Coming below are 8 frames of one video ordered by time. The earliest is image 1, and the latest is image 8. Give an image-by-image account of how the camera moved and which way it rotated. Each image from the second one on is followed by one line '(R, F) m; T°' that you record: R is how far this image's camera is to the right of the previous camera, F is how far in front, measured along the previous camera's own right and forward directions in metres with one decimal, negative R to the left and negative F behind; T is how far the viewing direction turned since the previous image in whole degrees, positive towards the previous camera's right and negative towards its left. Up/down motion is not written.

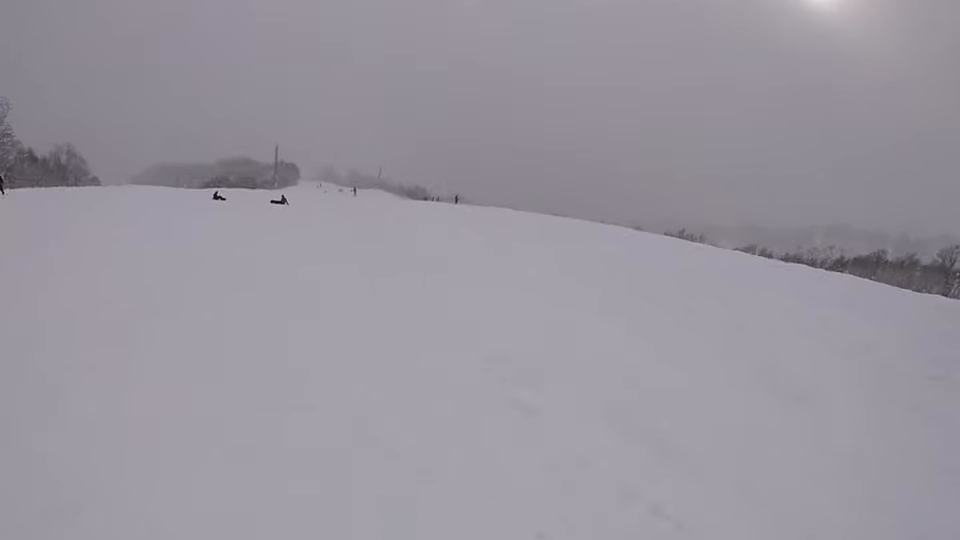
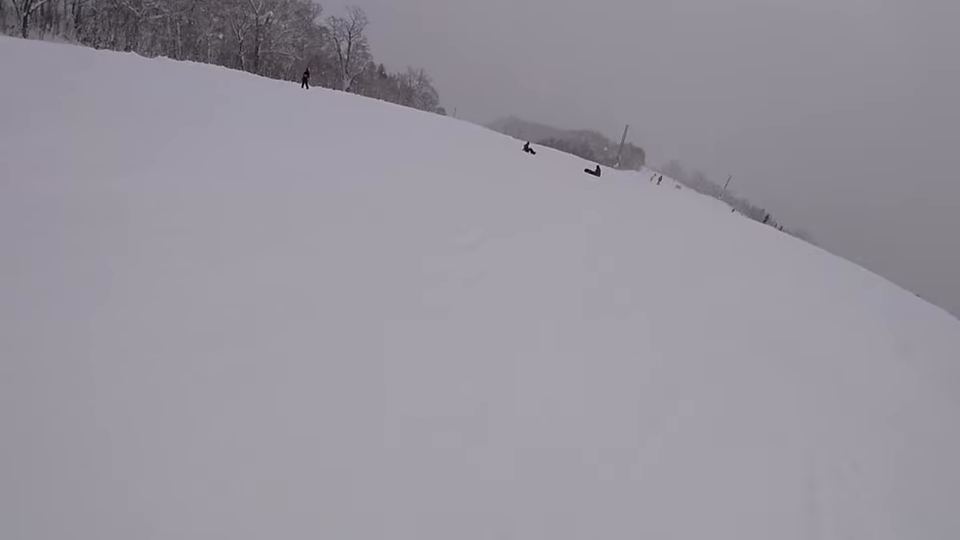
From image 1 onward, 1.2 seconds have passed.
(-2.8, +7.3) m; -41°
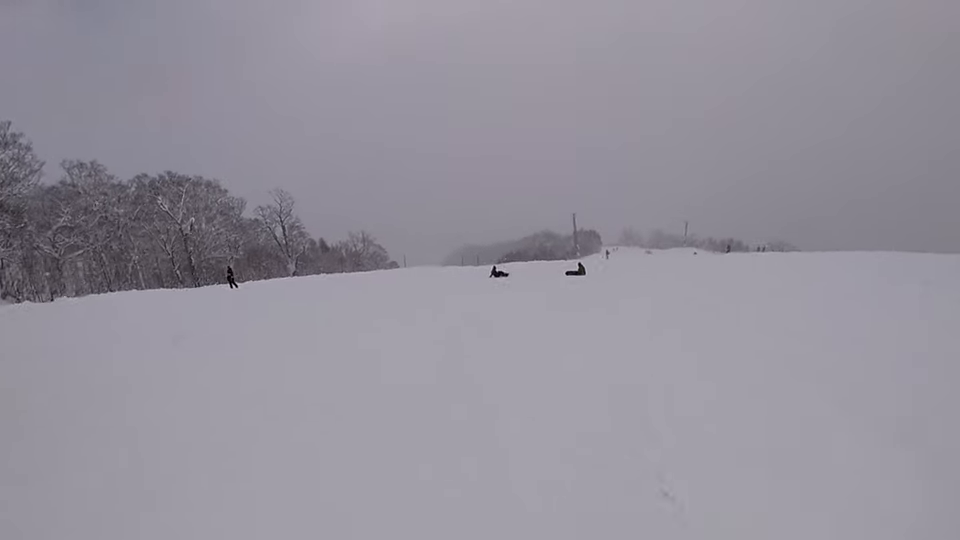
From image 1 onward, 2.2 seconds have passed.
(-1.7, +6.5) m; -11°
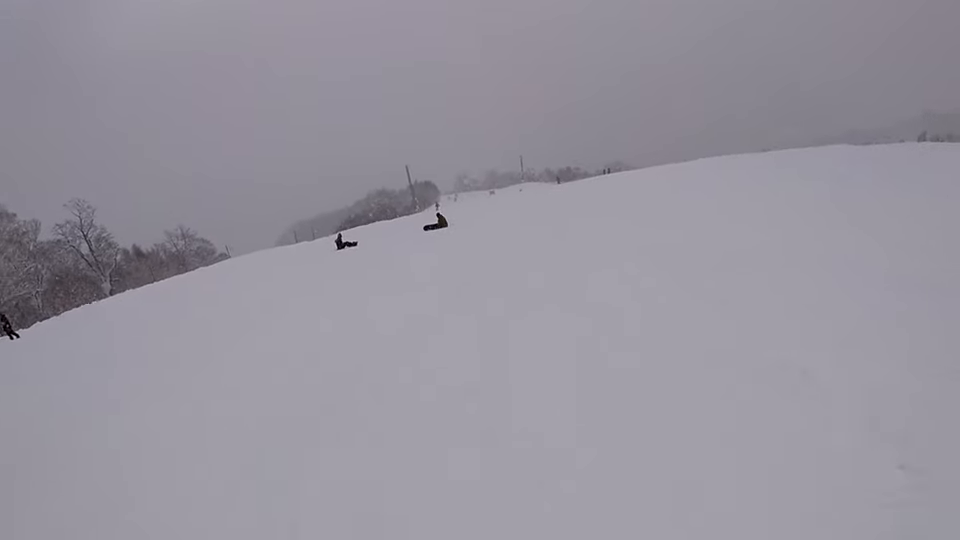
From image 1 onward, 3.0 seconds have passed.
(+0.2, +5.4) m; +12°
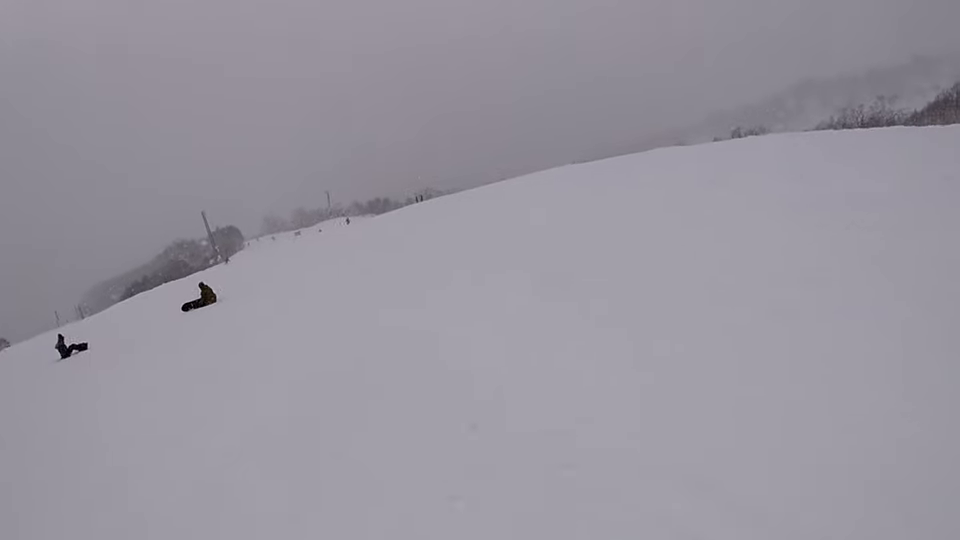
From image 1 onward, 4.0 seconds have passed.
(+1.4, +6.9) m; +24°
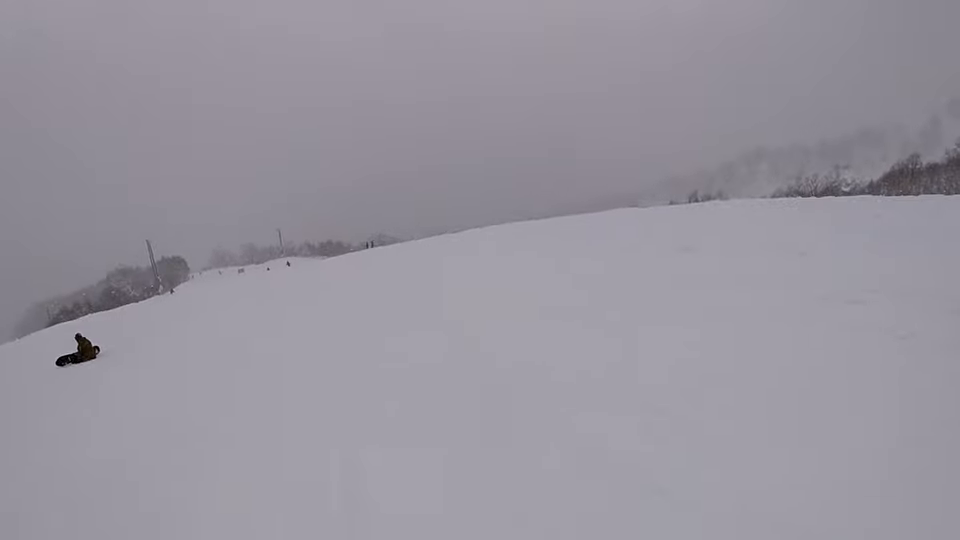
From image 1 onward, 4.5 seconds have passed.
(+0.5, +3.0) m; +6°
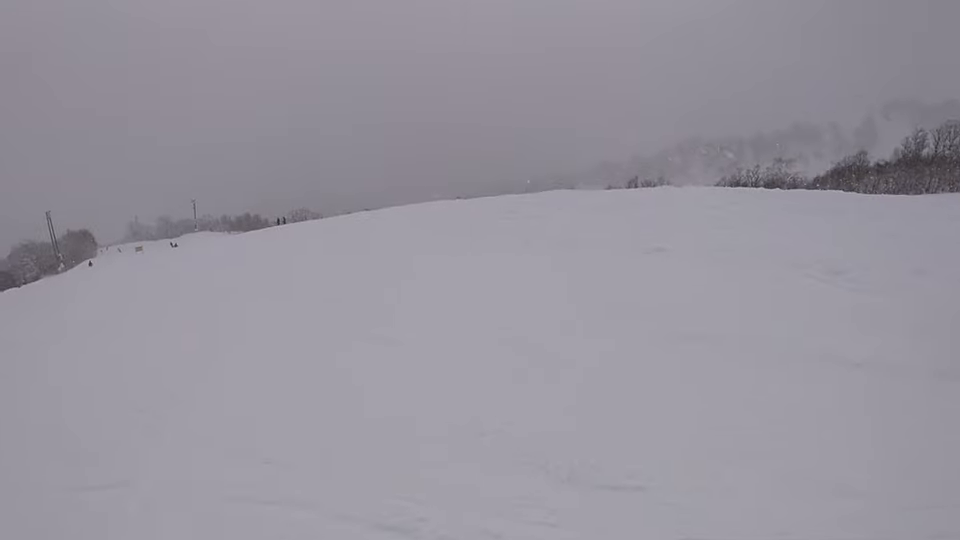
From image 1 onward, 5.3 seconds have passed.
(+0.7, +5.5) m; +5°
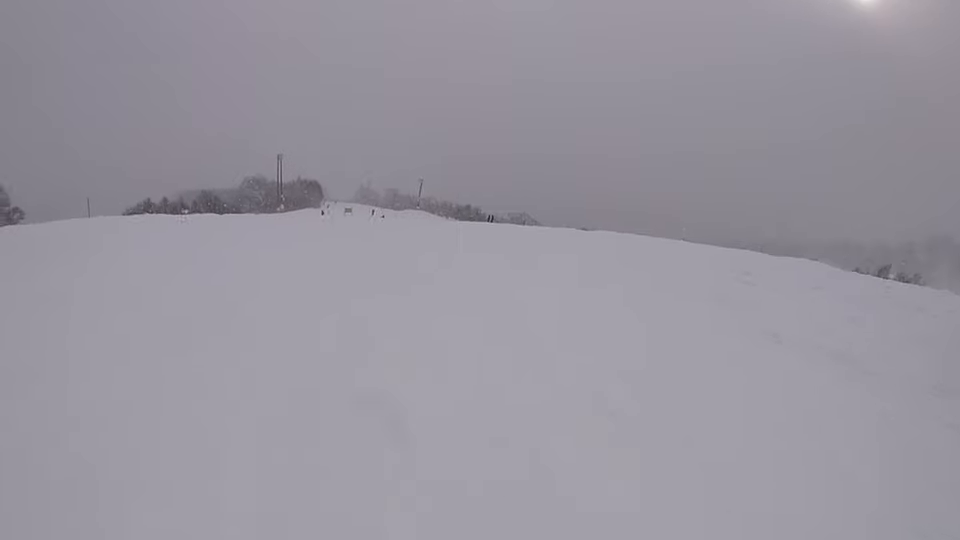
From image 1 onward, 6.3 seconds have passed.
(-0.1, +6.2) m; -12°
